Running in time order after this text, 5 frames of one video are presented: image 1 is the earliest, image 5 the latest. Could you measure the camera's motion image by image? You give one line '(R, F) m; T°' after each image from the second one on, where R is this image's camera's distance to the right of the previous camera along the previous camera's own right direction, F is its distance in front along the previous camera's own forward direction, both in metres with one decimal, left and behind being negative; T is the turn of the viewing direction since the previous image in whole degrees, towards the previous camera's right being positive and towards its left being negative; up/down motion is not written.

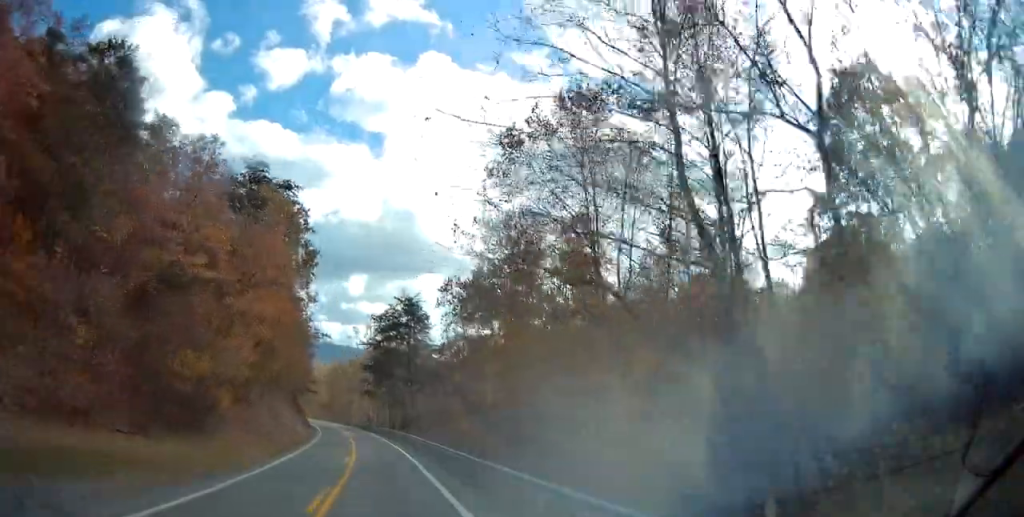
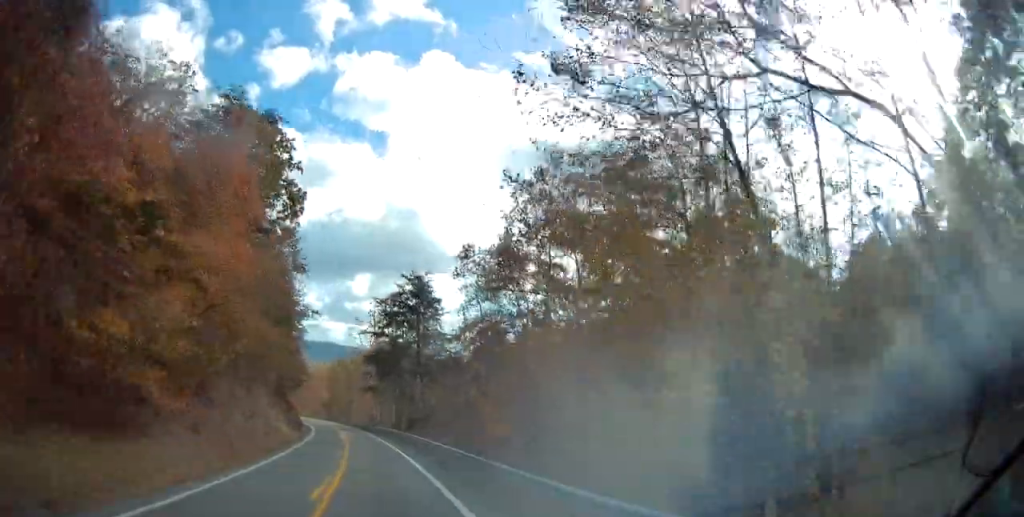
(-0.1, +11.6) m; -1°
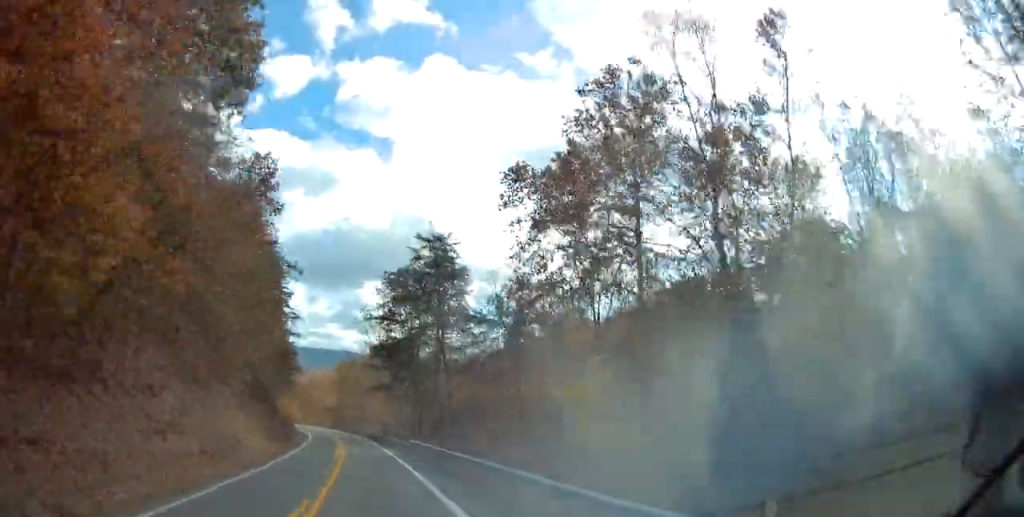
(-0.1, +16.1) m; -1°
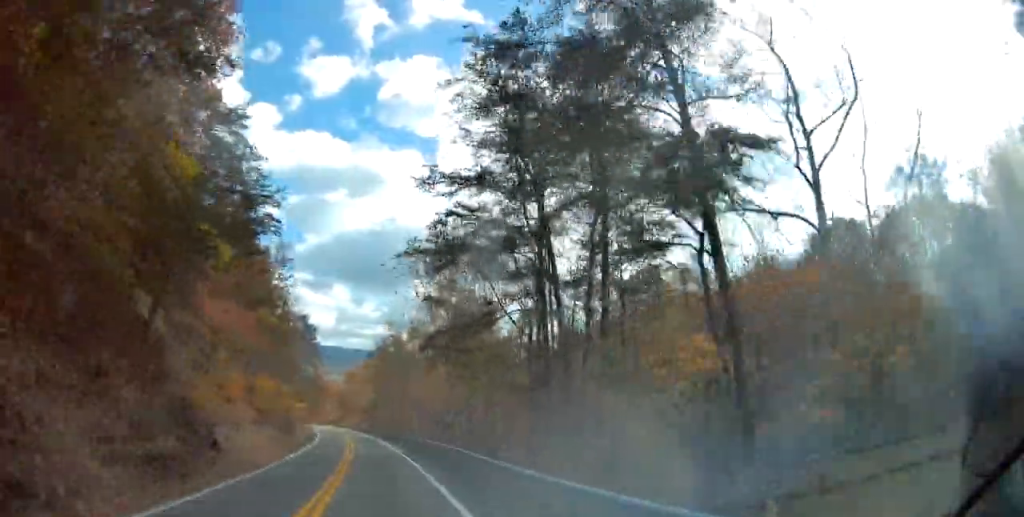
(-0.6, +38.7) m; -1°
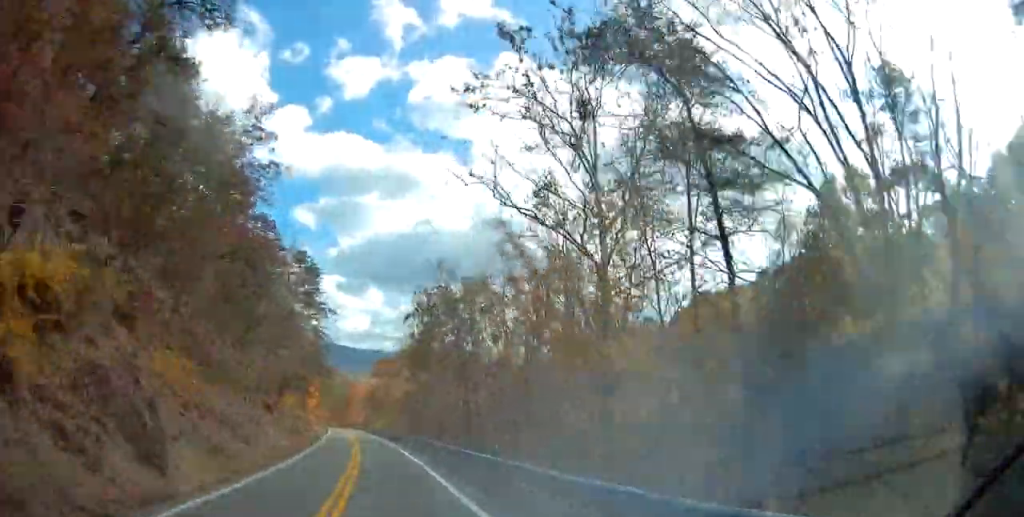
(0.0, +36.0) m; 0°
